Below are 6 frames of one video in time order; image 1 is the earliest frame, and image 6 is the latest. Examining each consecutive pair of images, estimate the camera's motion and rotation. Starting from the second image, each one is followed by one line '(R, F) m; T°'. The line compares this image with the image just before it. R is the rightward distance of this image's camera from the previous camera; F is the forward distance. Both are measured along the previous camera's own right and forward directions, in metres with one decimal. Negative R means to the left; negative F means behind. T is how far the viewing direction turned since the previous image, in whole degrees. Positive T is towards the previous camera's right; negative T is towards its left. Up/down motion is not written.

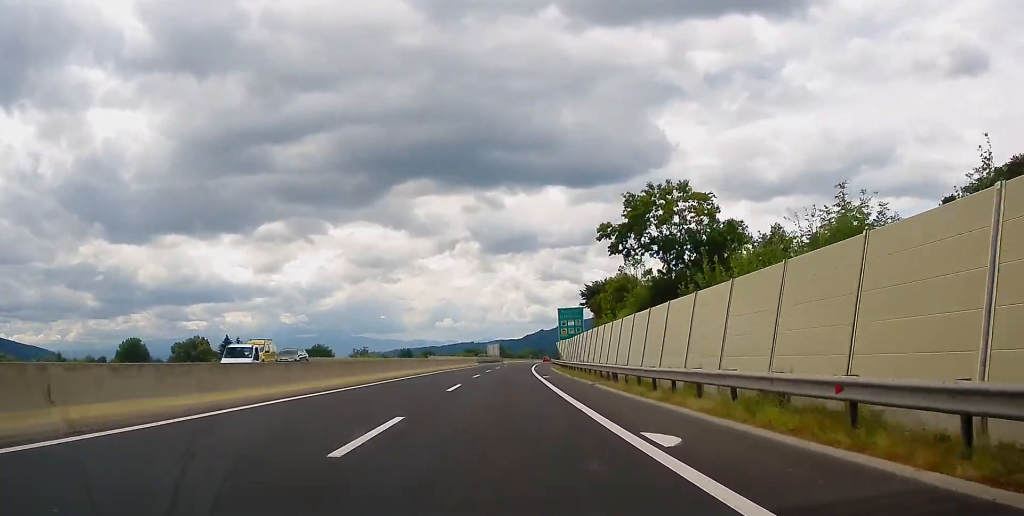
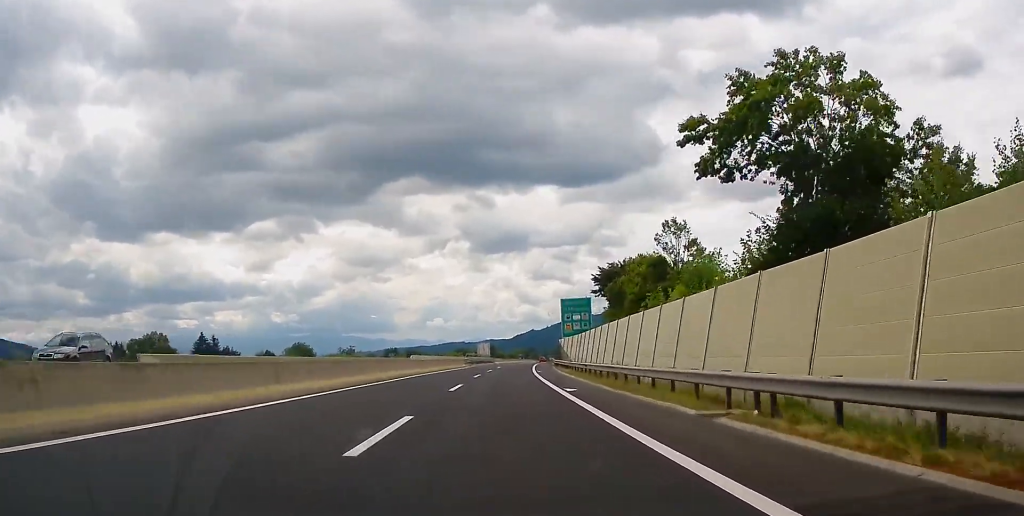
(+0.1, +17.9) m; +1°
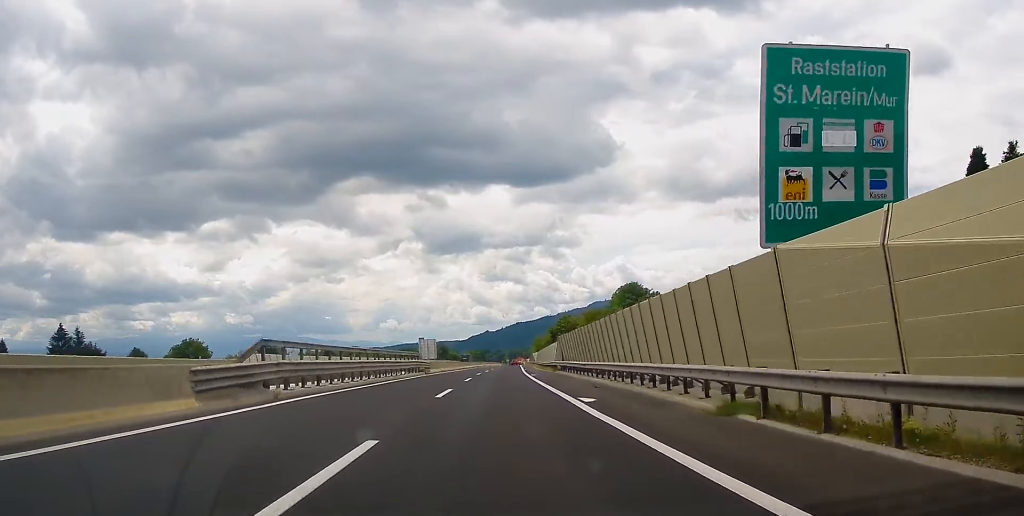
(+2.3, +76.2) m; +3°
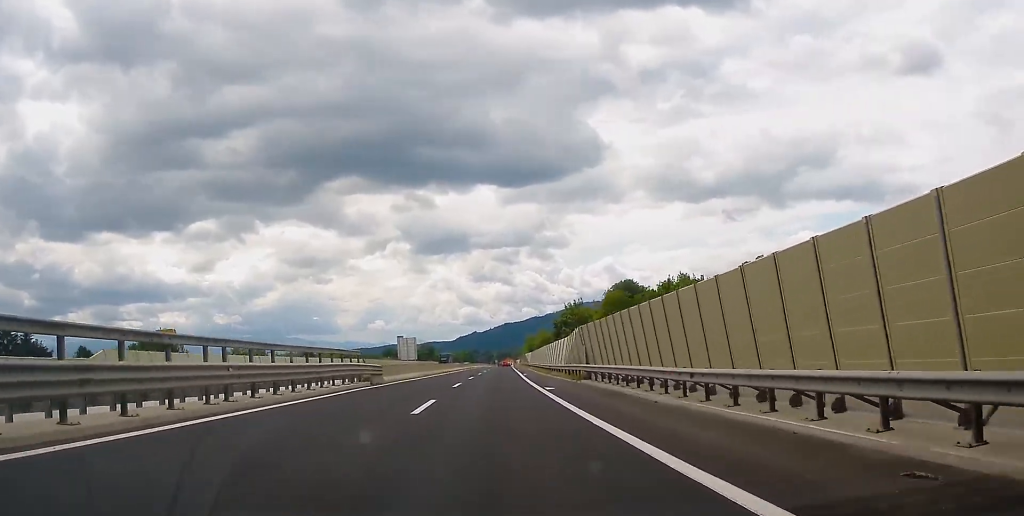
(0.0, +23.4) m; +1°
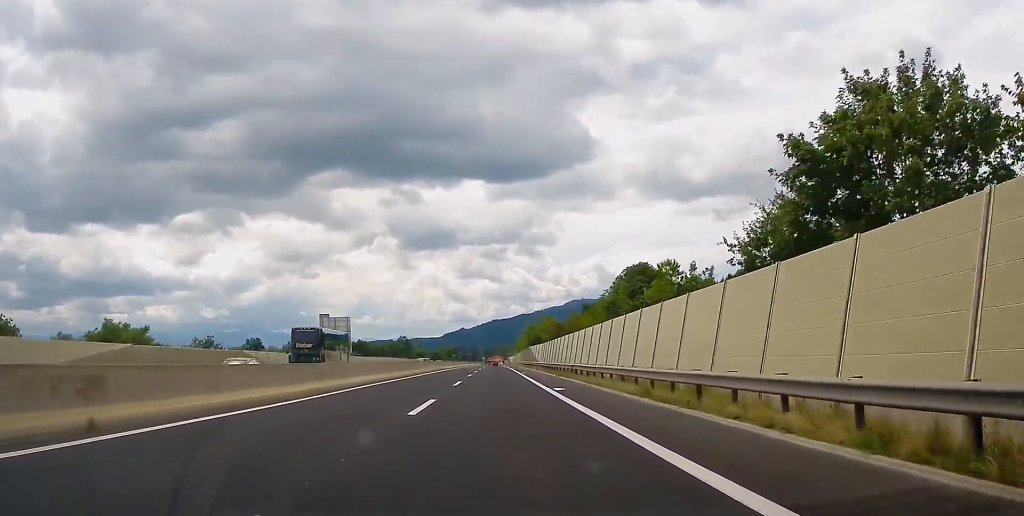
(+1.3, +72.8) m; +2°
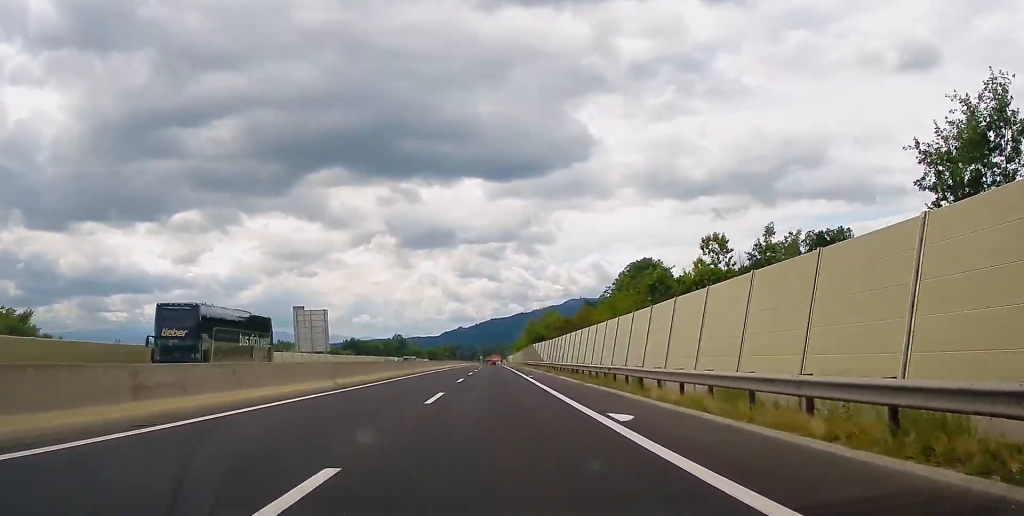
(+0.2, +14.1) m; 0°
